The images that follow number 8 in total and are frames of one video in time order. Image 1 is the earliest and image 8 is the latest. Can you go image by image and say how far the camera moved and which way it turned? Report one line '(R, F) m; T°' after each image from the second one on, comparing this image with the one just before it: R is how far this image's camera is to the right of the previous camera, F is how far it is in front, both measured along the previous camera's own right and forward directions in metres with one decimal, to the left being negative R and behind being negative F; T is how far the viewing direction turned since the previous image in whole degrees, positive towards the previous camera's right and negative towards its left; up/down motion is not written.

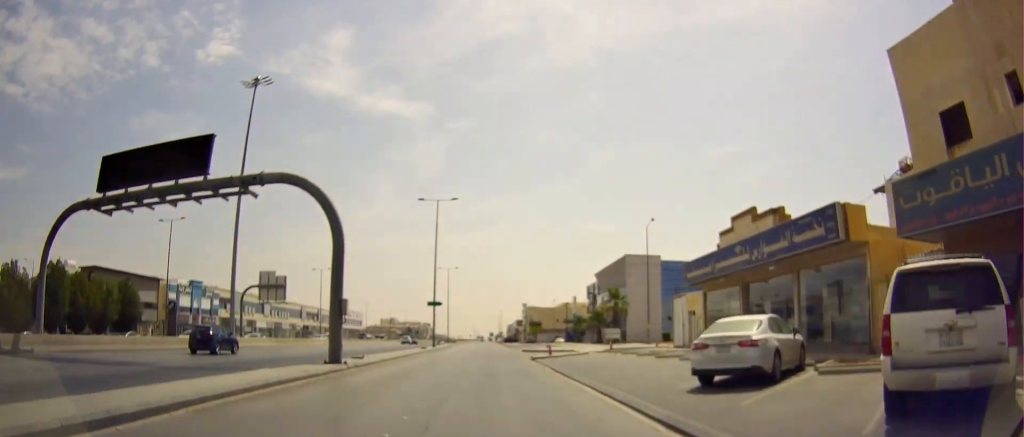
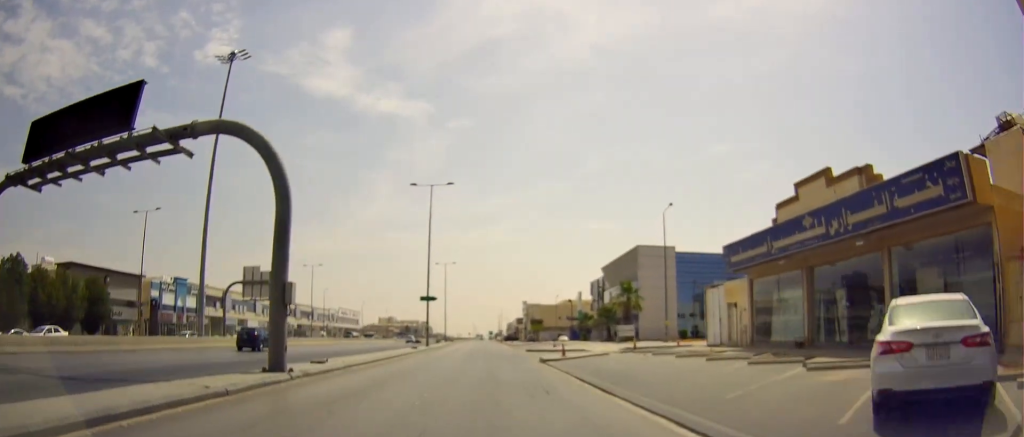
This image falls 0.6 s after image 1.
(0.0, +6.2) m; 0°
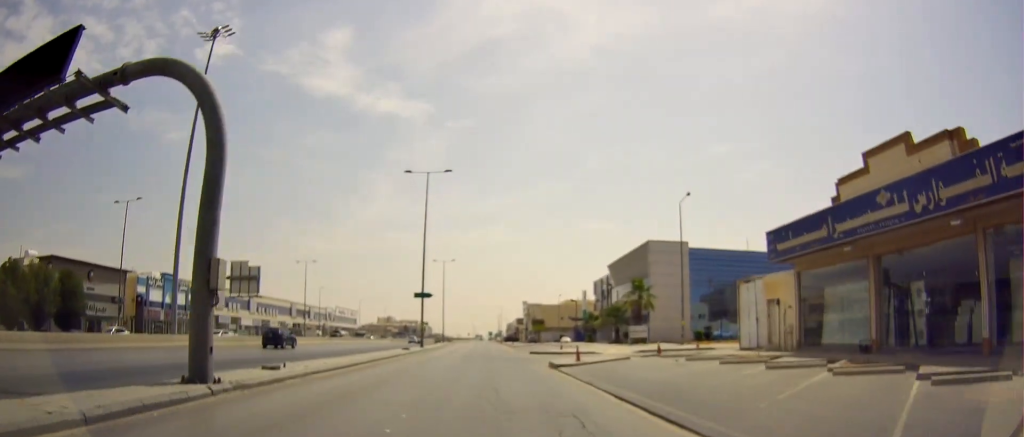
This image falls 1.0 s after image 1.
(-0.1, +4.6) m; 0°
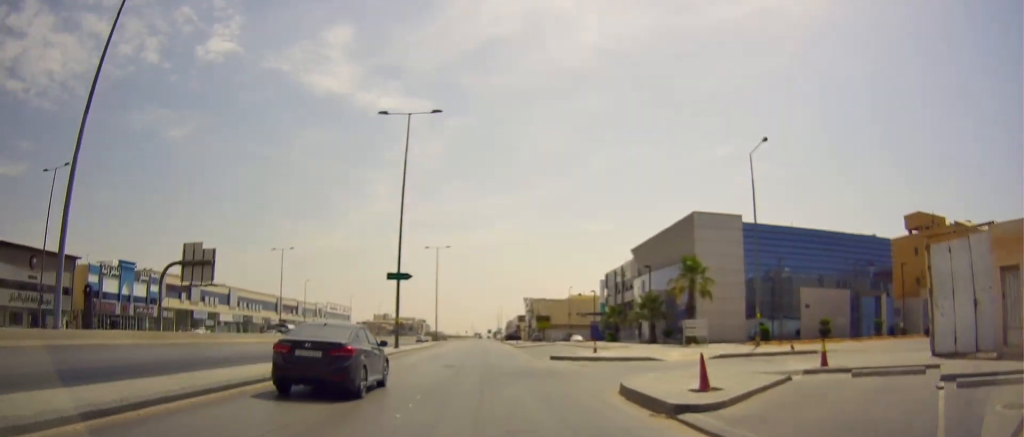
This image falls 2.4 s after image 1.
(+0.2, +14.5) m; +1°
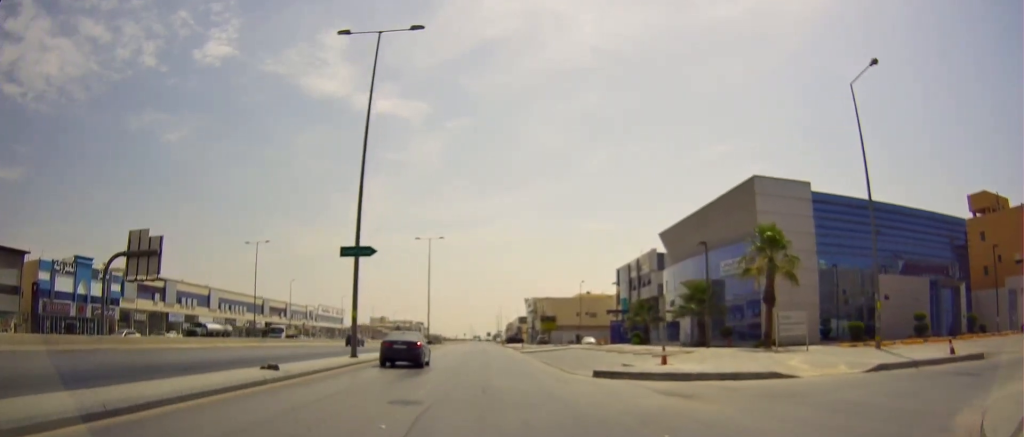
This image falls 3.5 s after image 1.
(0.0, +12.6) m; 0°
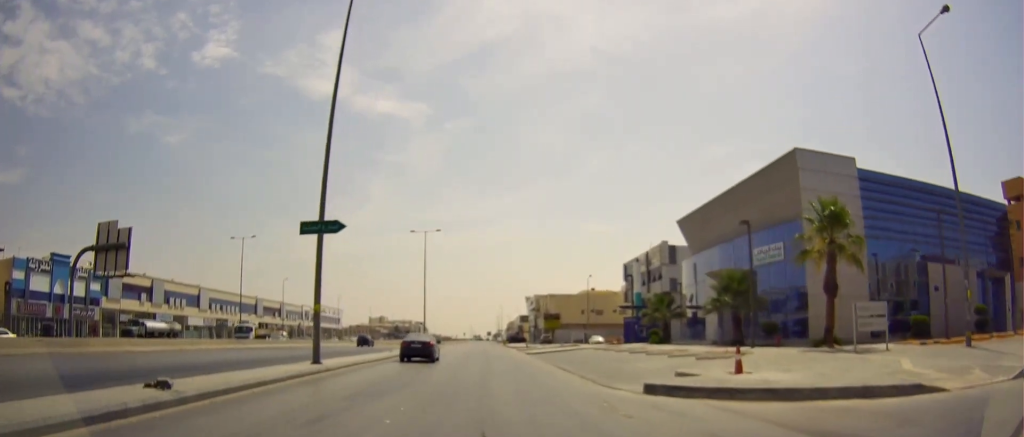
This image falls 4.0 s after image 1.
(0.0, +6.0) m; -1°
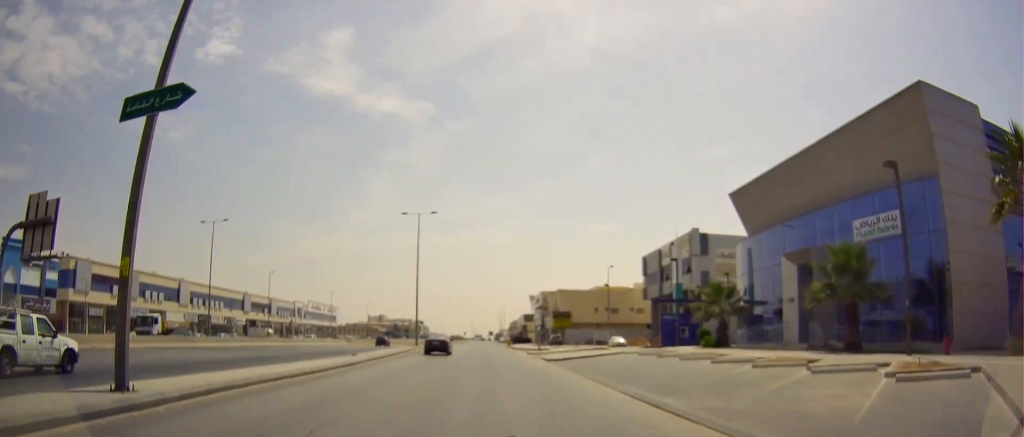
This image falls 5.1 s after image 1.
(-0.4, +11.8) m; 0°
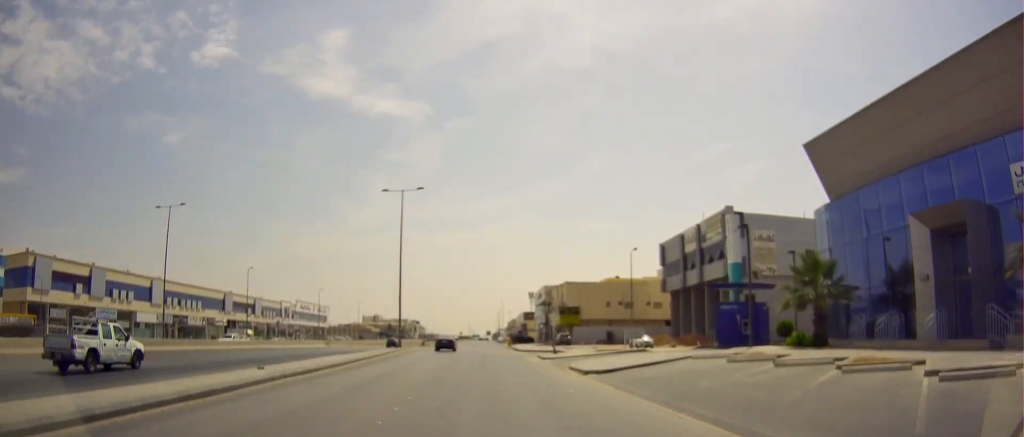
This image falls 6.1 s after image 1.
(+0.4, +11.9) m; +1°
